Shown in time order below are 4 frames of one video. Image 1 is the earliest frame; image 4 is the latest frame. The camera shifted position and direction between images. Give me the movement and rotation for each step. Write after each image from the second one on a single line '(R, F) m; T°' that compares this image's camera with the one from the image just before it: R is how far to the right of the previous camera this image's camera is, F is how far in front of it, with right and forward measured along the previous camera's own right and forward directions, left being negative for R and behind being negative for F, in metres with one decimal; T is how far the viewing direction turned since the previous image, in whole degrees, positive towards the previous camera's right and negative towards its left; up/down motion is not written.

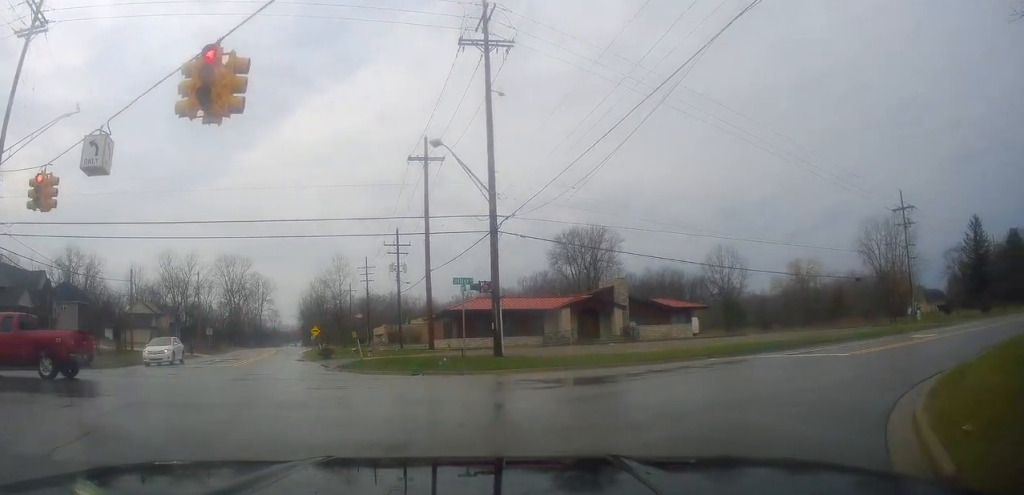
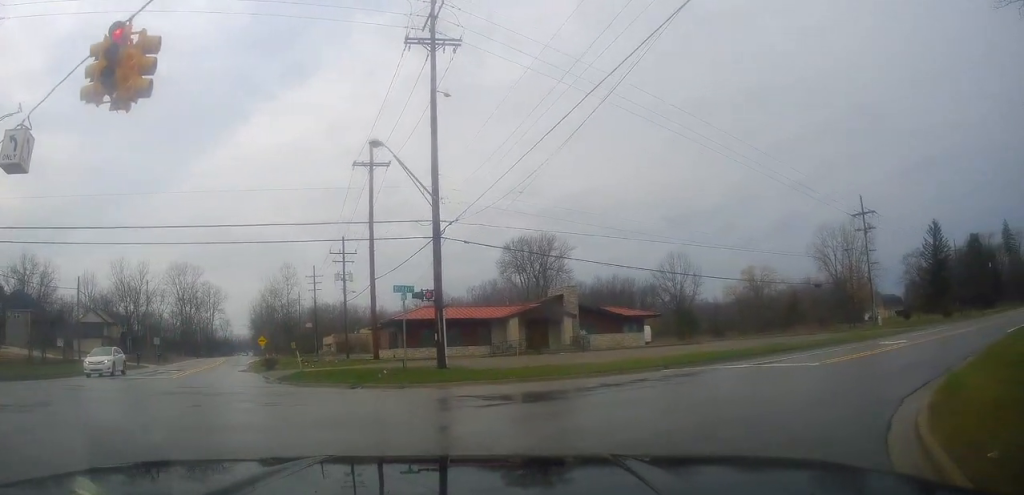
(+0.3, +1.4) m; +8°
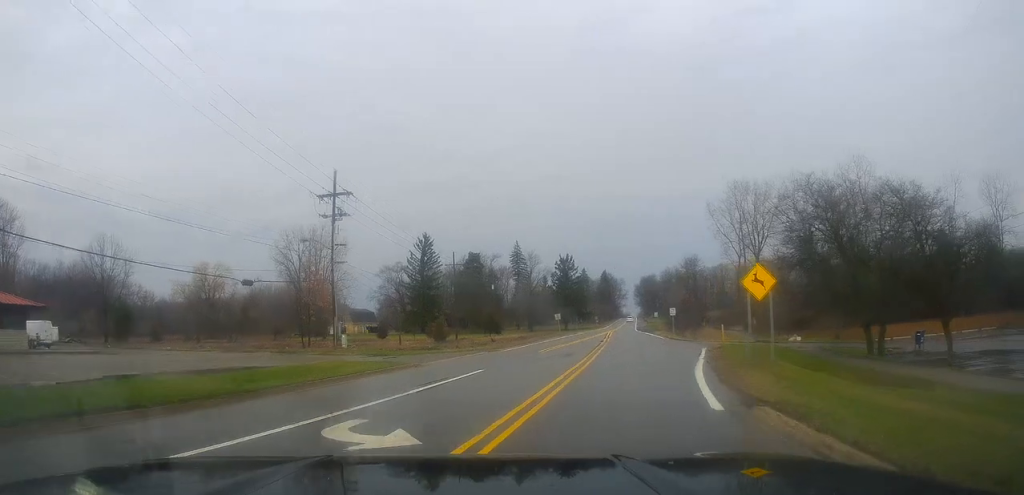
(+5.9, +12.9) m; +42°
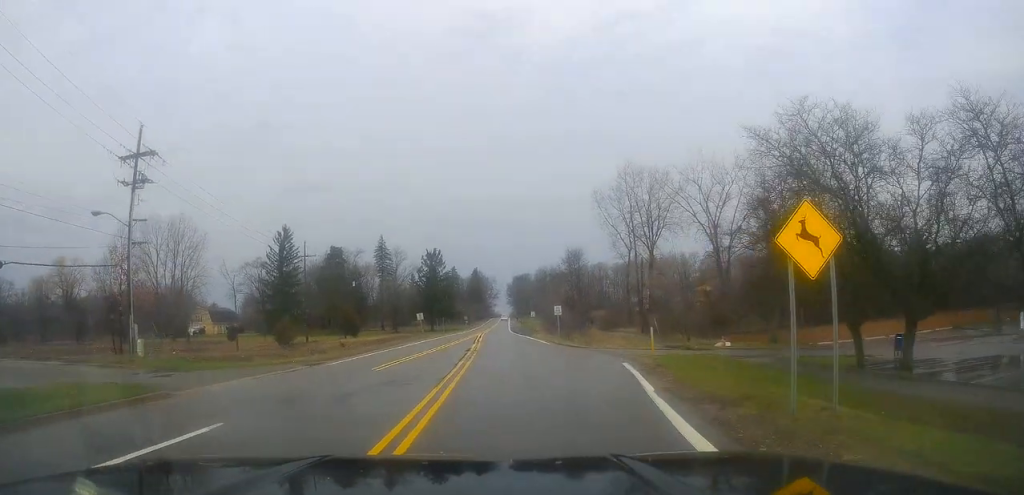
(+0.9, +11.0) m; +7°
